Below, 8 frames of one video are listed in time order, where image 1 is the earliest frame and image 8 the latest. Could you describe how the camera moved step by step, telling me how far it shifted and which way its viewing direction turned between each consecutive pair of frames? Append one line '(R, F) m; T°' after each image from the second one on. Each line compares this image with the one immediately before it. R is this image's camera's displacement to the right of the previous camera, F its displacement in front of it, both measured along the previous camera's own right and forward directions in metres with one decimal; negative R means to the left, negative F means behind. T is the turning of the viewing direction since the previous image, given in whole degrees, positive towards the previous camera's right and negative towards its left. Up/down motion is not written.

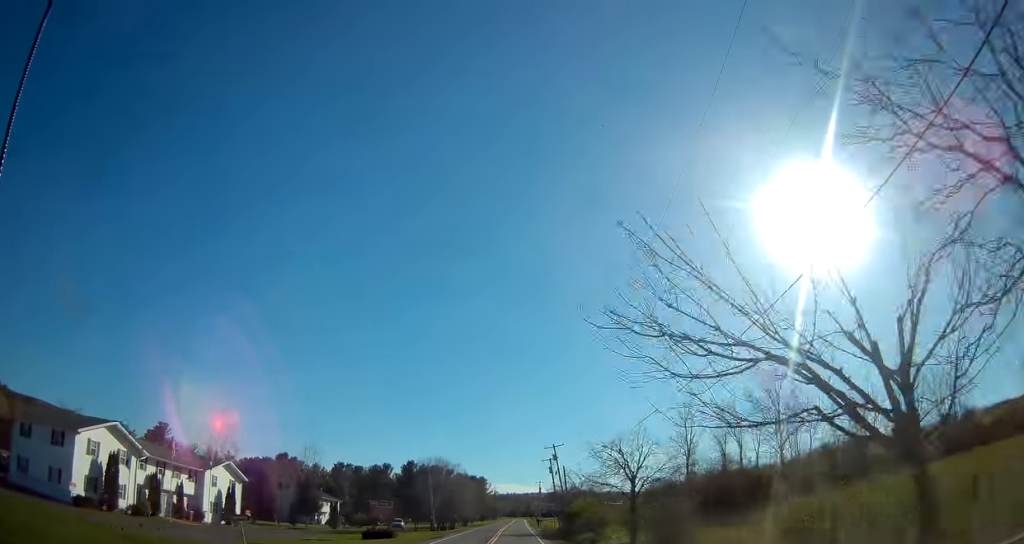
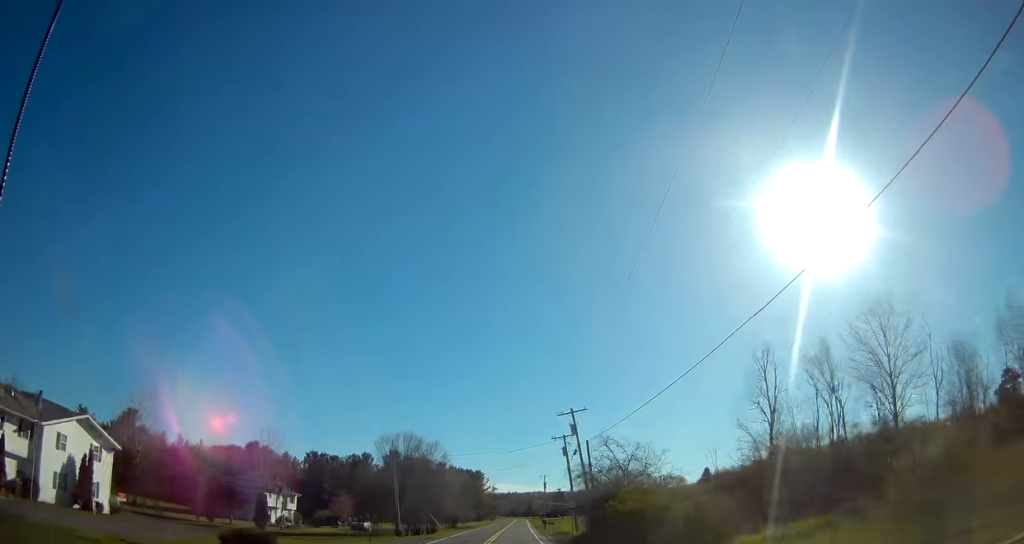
(+0.1, +24.0) m; 0°
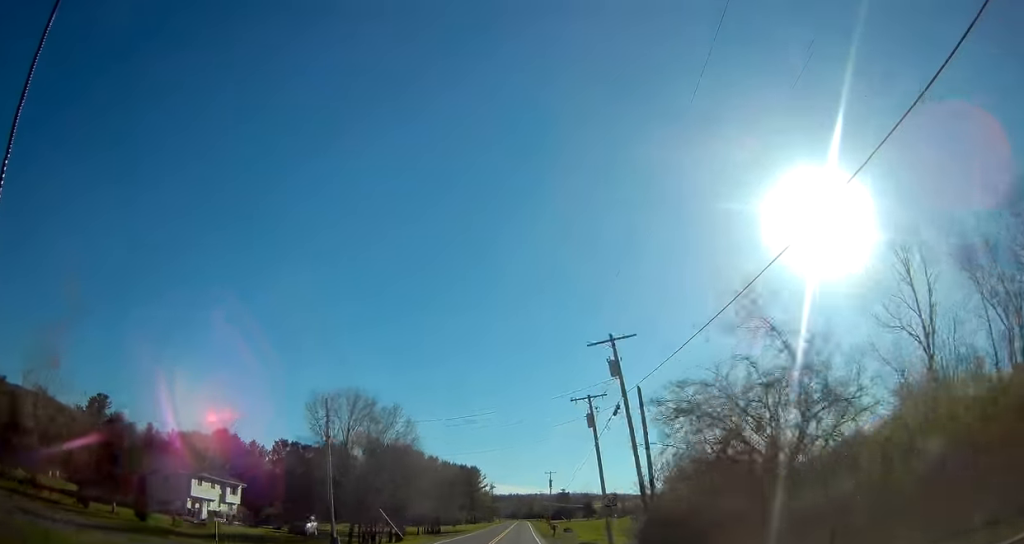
(0.0, +20.7) m; 0°
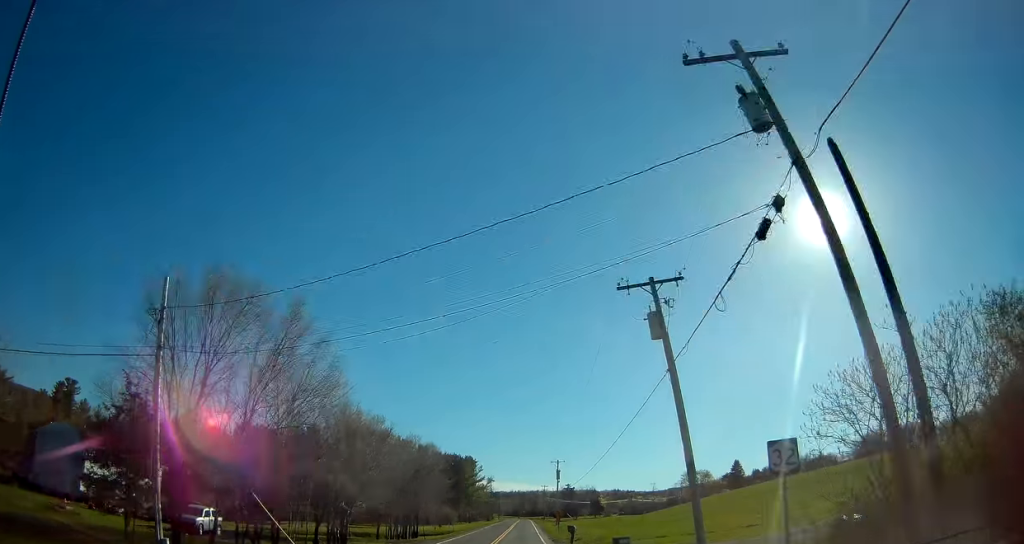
(+0.1, +19.2) m; 0°
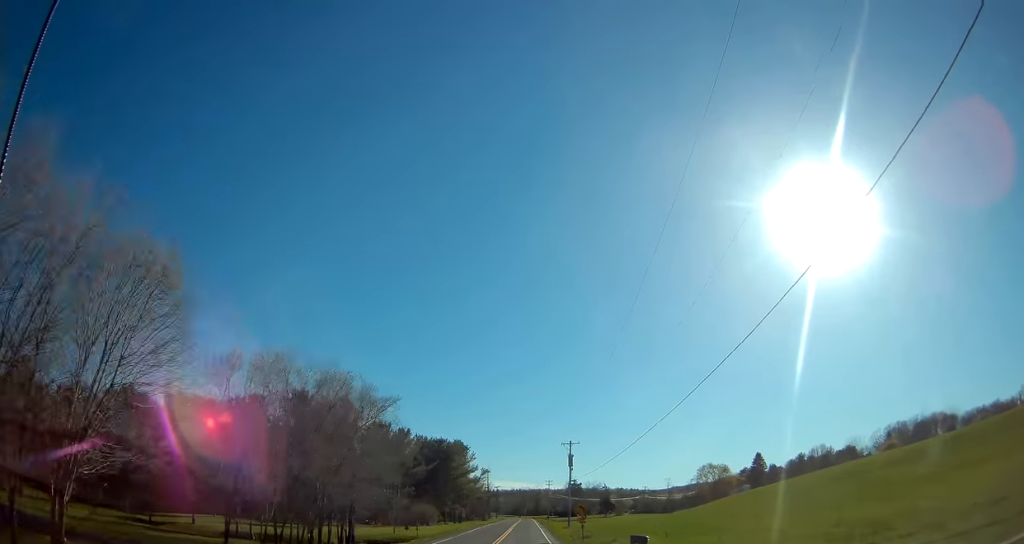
(+0.1, +24.4) m; 0°
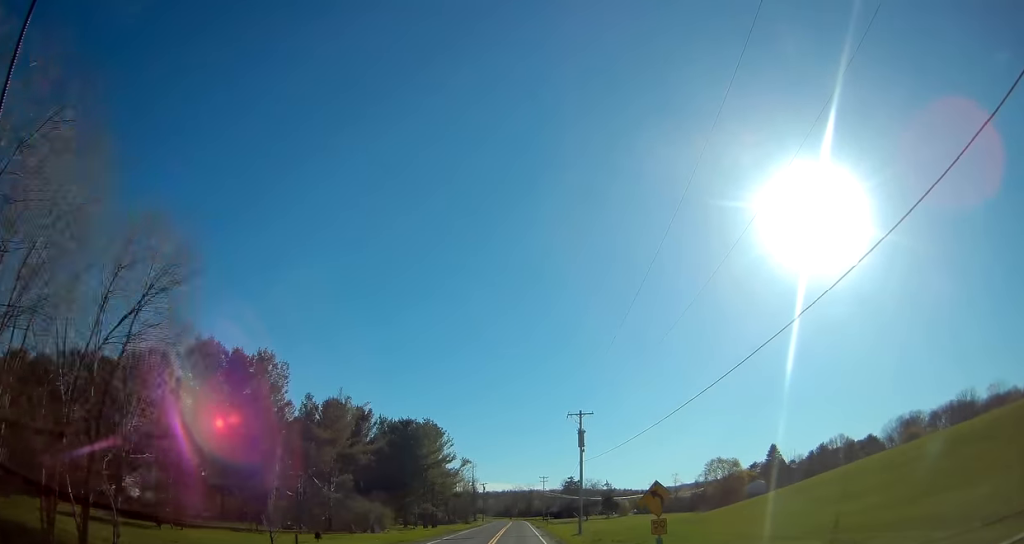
(0.0, +23.7) m; 0°
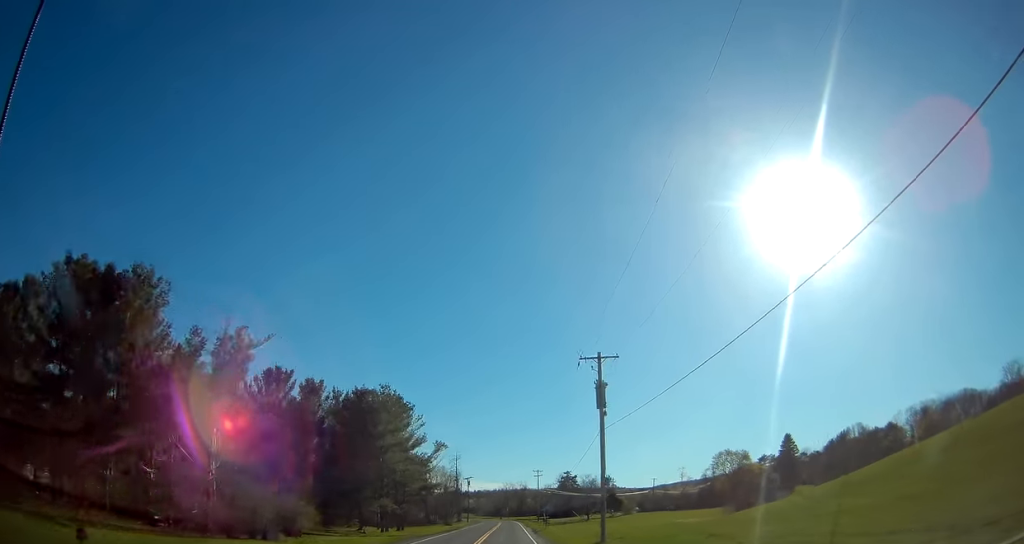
(0.0, +19.7) m; 0°
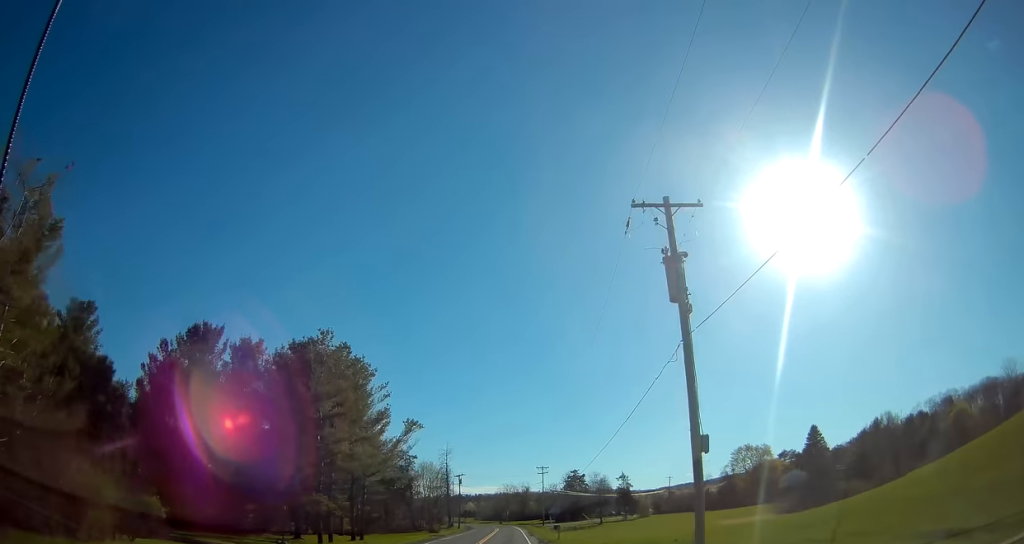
(-0.1, +19.0) m; 0°
